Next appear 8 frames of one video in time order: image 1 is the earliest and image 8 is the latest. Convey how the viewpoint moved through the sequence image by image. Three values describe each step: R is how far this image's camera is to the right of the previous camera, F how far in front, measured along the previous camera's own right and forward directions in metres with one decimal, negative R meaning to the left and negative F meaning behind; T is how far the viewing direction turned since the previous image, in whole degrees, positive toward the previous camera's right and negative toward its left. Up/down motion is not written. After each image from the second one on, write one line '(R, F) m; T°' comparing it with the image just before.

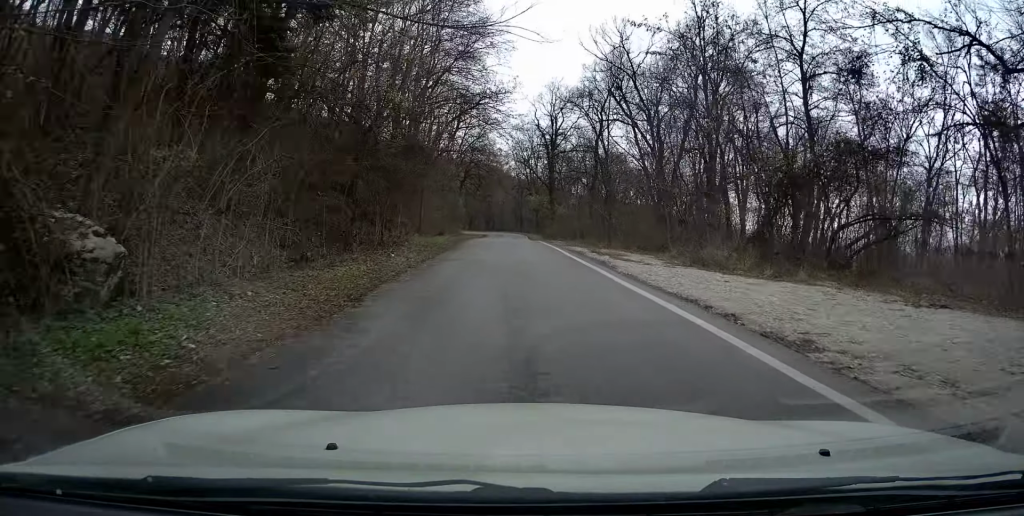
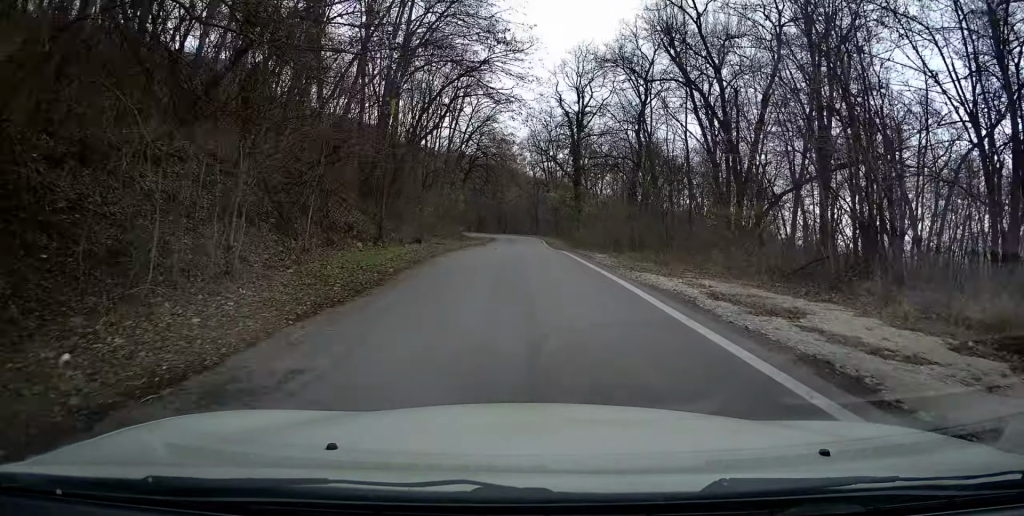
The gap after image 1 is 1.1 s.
(-0.1, +13.9) m; 0°
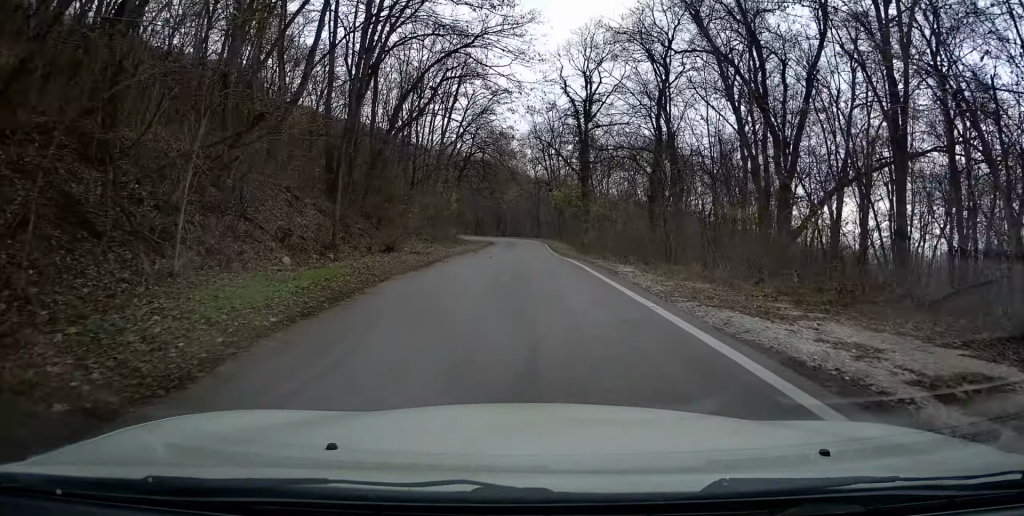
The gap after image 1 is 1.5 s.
(0.0, +6.0) m; 0°
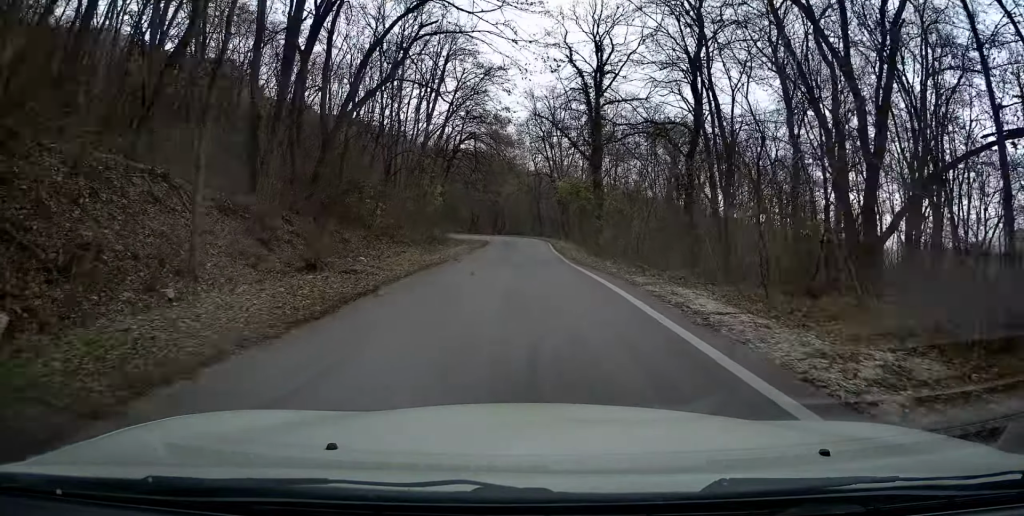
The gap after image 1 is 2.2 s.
(0.0, +8.1) m; -1°
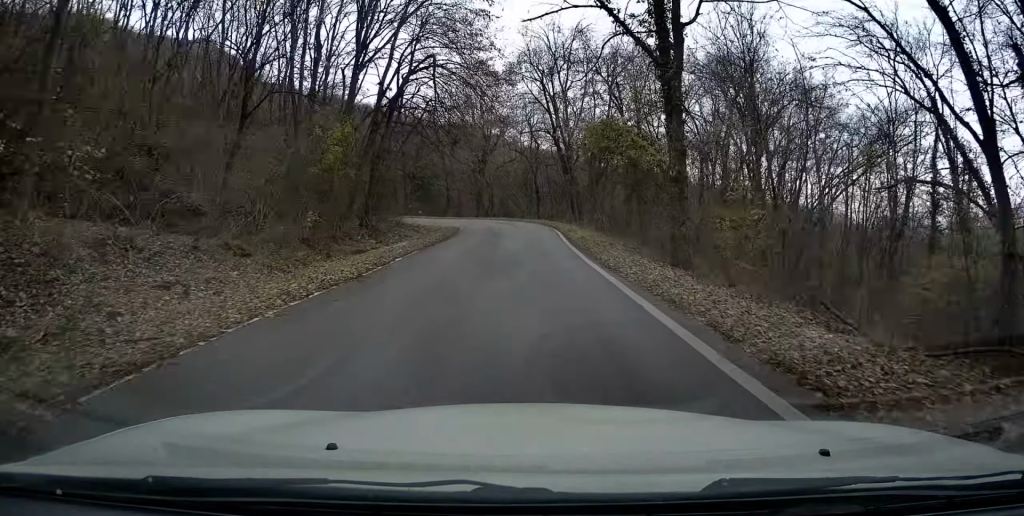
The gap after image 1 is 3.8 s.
(+0.1, +19.9) m; +2°
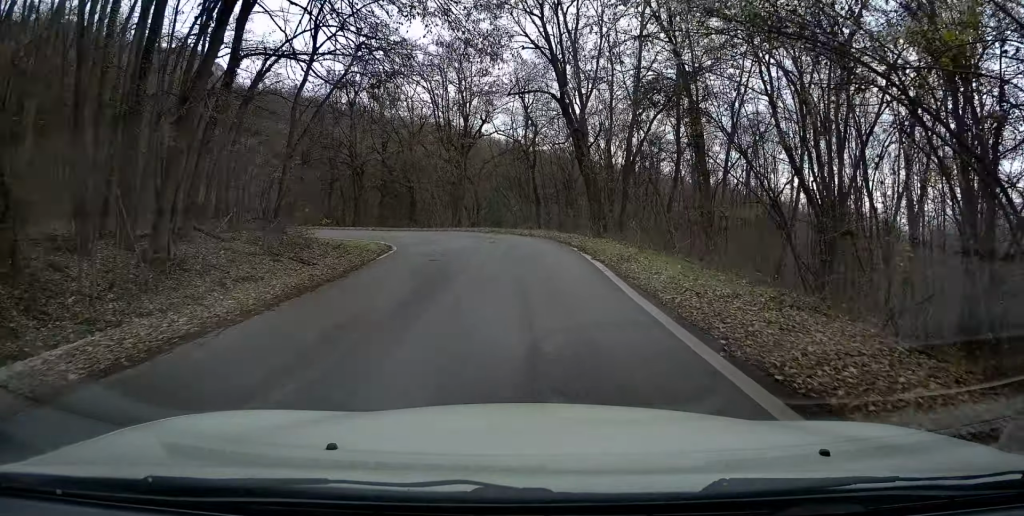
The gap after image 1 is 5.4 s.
(+0.3, +17.6) m; -1°
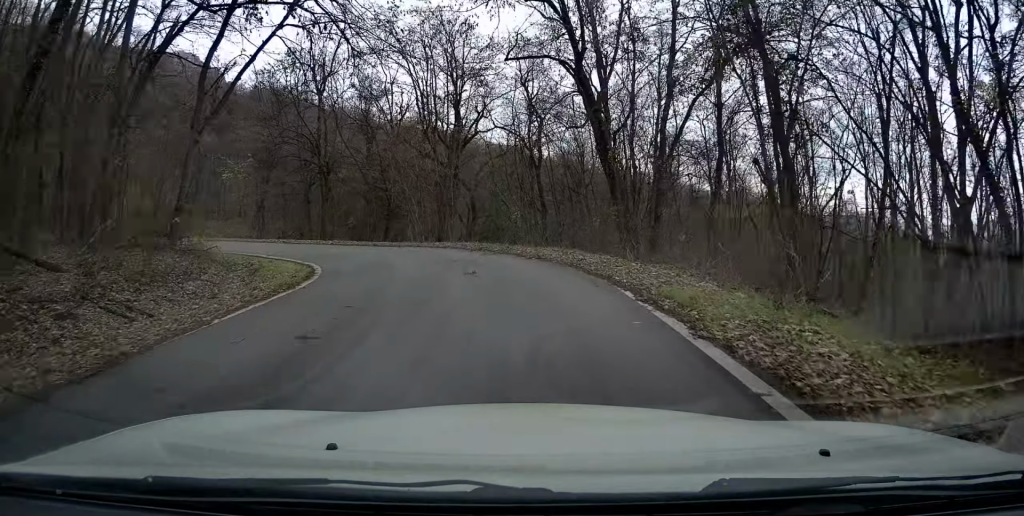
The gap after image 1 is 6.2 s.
(-0.3, +8.6) m; -1°
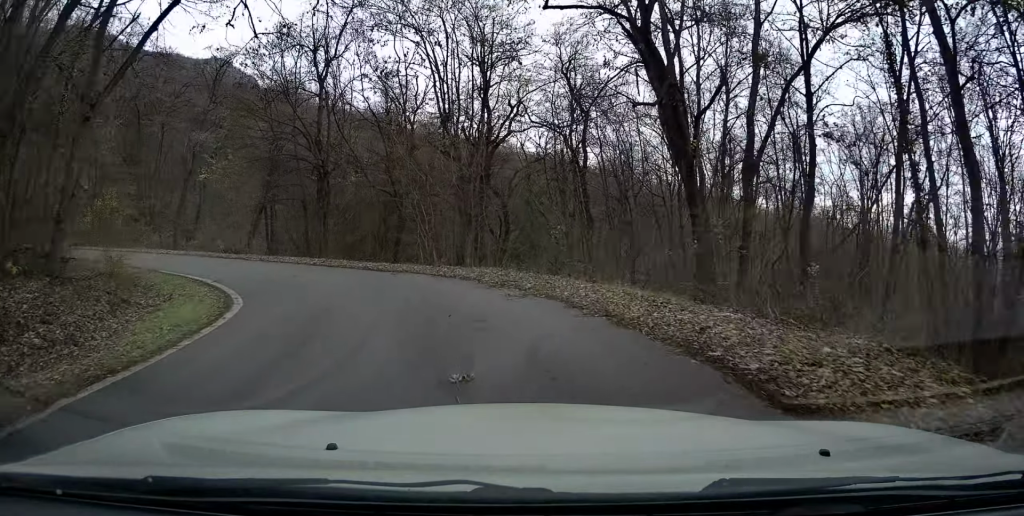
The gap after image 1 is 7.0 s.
(+0.1, +7.1) m; -2°
